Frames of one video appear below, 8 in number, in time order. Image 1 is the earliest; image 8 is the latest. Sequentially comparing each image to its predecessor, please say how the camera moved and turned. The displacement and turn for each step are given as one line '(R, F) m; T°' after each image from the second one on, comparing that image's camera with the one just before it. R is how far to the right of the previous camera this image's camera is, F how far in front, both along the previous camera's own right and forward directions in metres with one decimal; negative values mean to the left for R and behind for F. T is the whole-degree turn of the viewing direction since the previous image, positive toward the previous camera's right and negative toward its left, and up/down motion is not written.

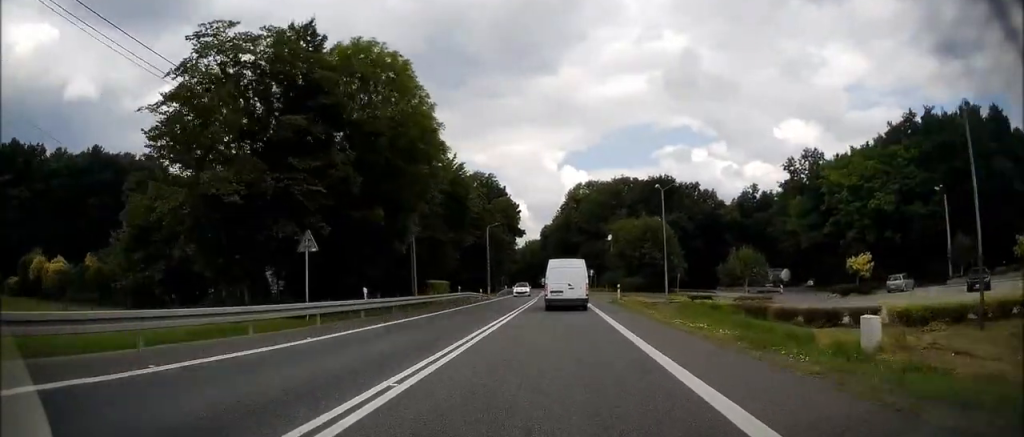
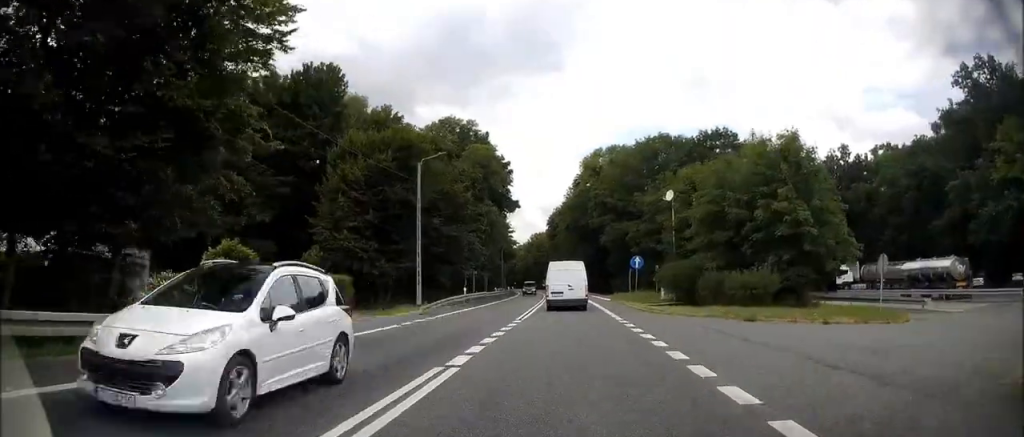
(-0.5, +39.6) m; -1°
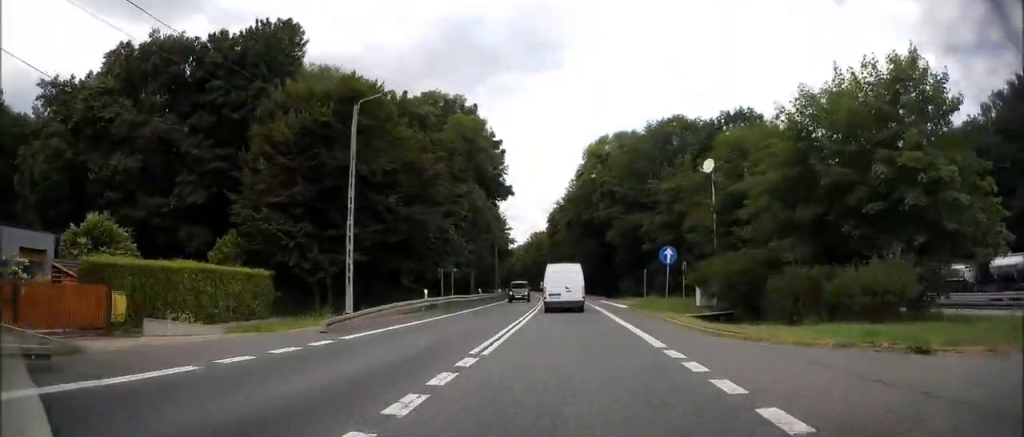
(0.0, +11.3) m; 0°
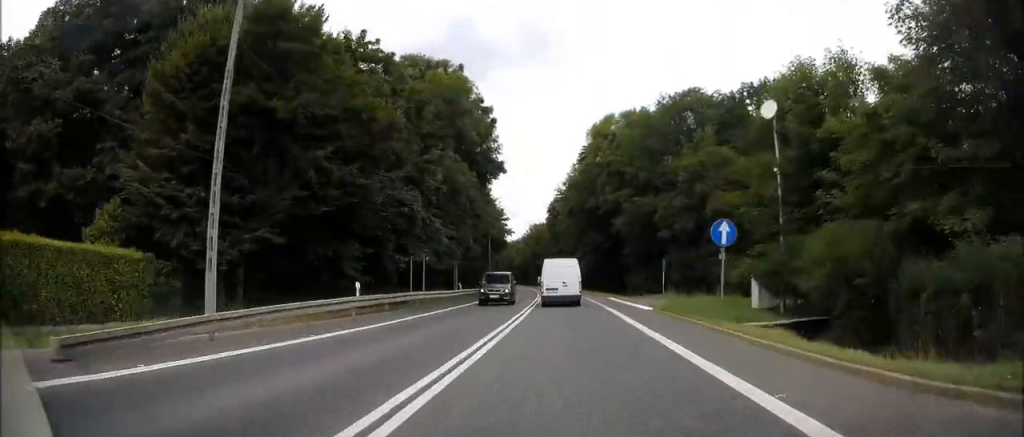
(0.0, +9.6) m; 0°
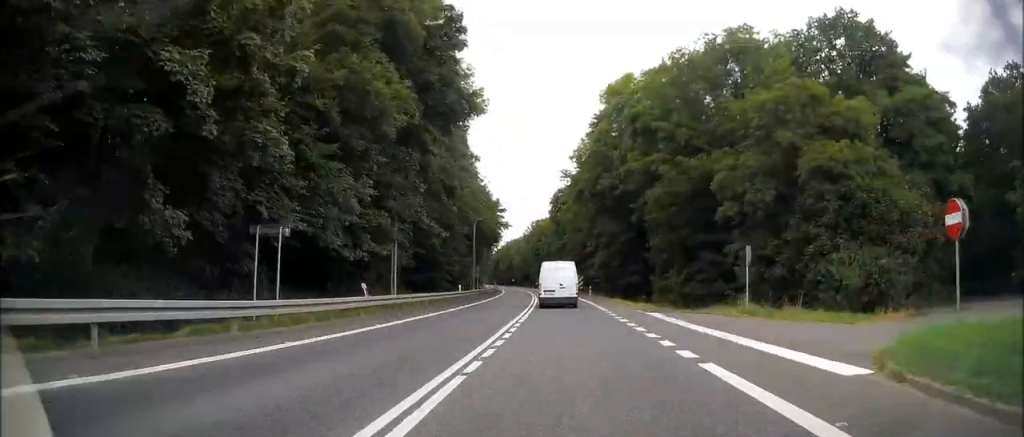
(0.0, +19.4) m; +1°
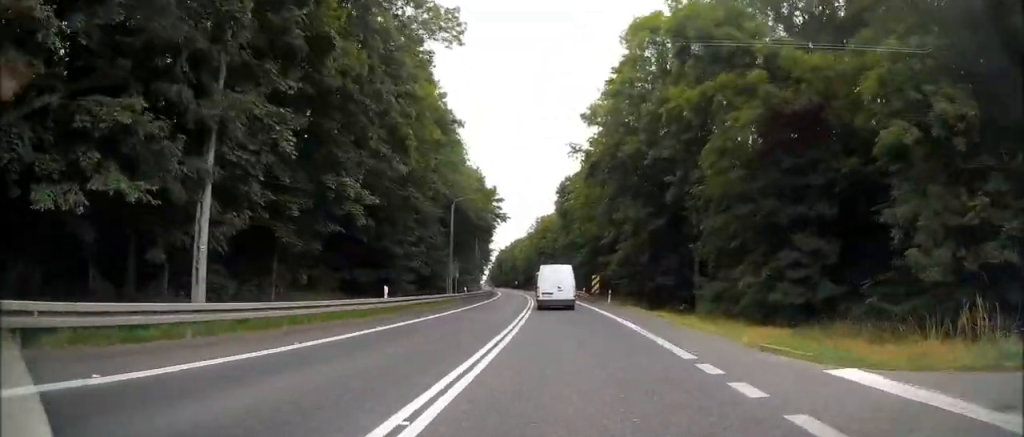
(+0.2, +17.8) m; 0°
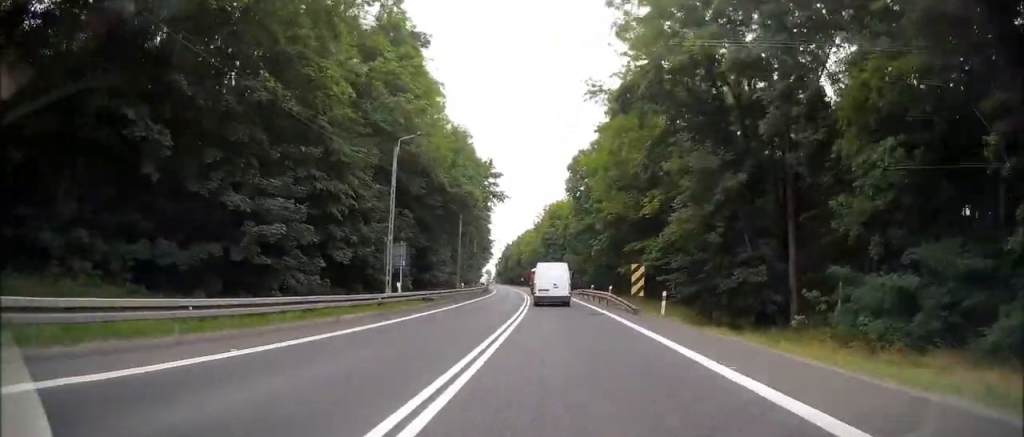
(-0.5, +20.4) m; -2°
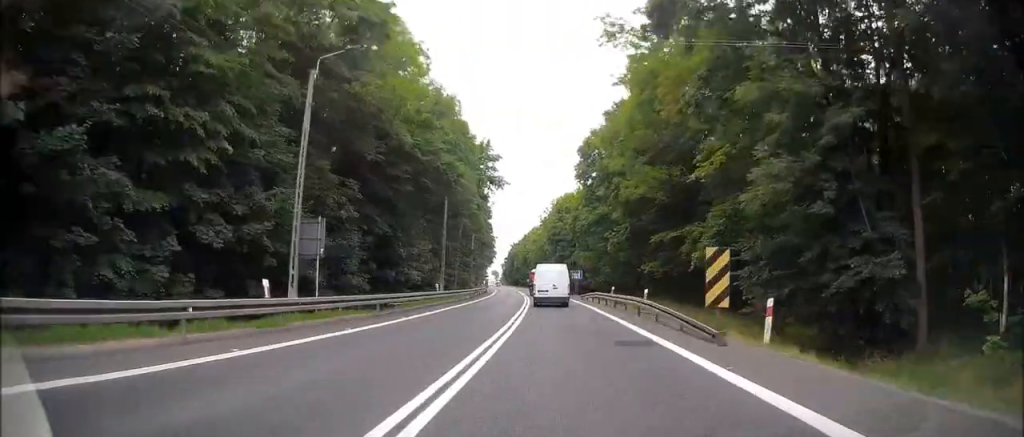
(-0.1, +11.9) m; -1°
